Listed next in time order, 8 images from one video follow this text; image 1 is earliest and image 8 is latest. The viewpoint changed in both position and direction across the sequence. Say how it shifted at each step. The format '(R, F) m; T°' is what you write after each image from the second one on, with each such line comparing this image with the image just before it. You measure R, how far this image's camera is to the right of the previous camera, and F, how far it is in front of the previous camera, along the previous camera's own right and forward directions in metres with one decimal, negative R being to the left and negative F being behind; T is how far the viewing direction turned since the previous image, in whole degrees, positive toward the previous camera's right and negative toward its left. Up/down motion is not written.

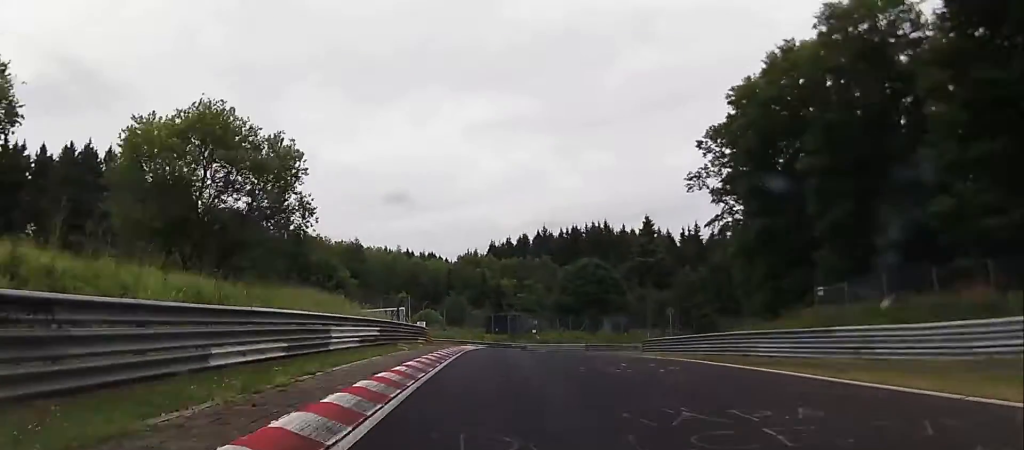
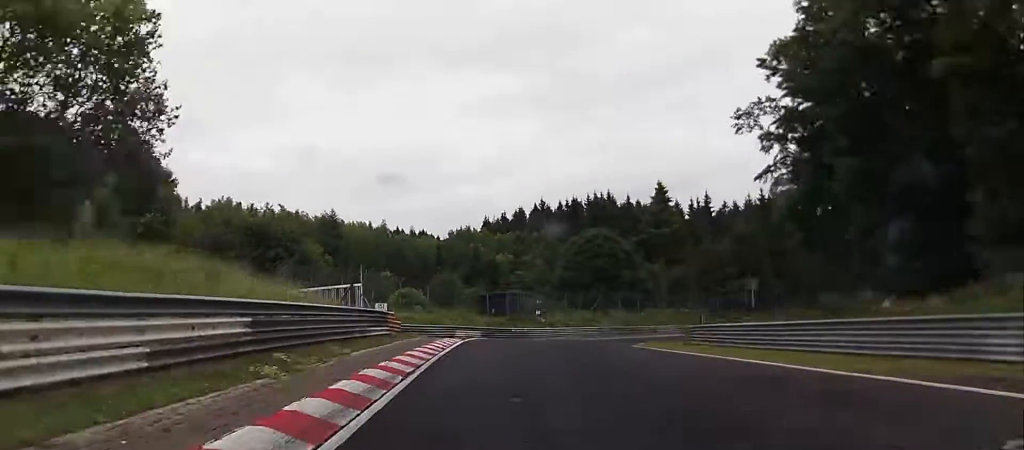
(+0.1, +15.2) m; +2°
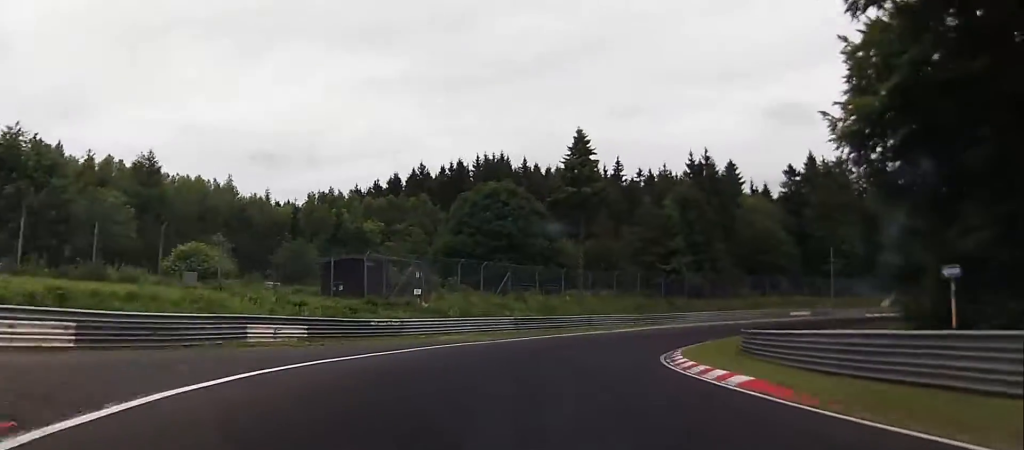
(+0.7, +30.5) m; +13°
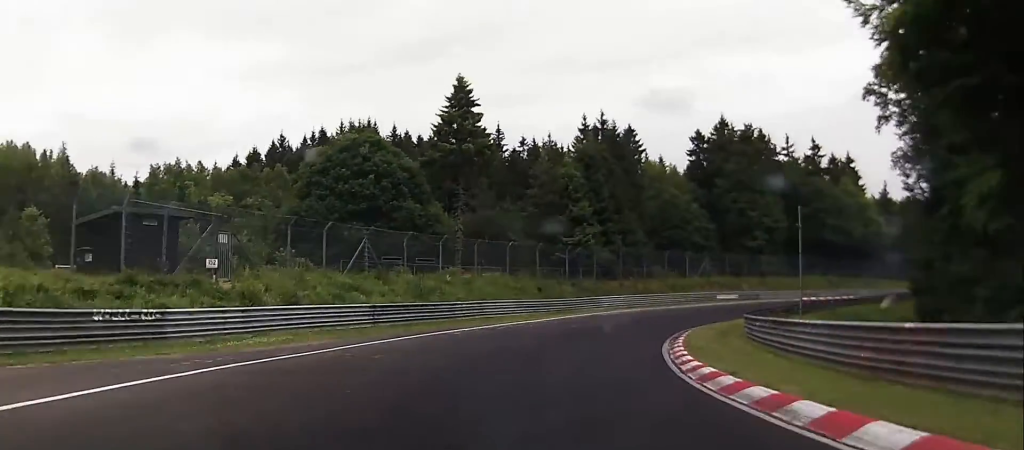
(+0.1, +16.9) m; +17°
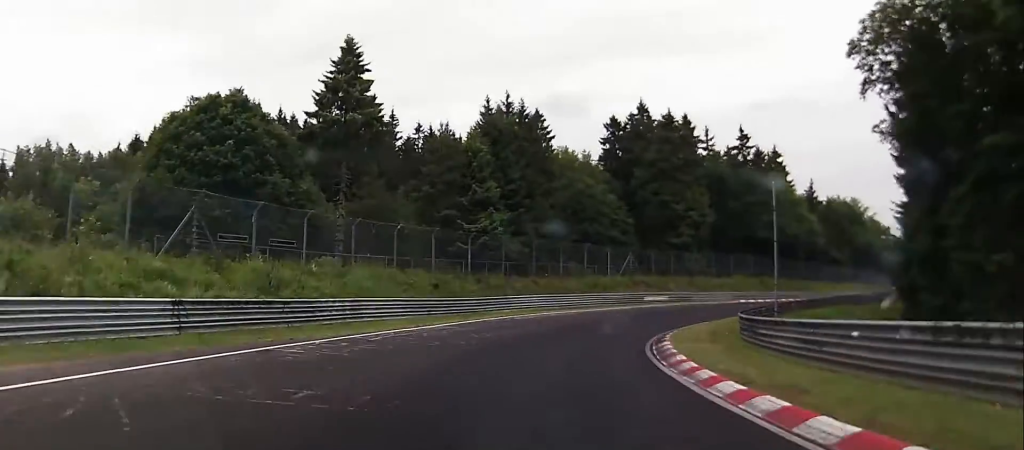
(+2.8, +8.5) m; +18°
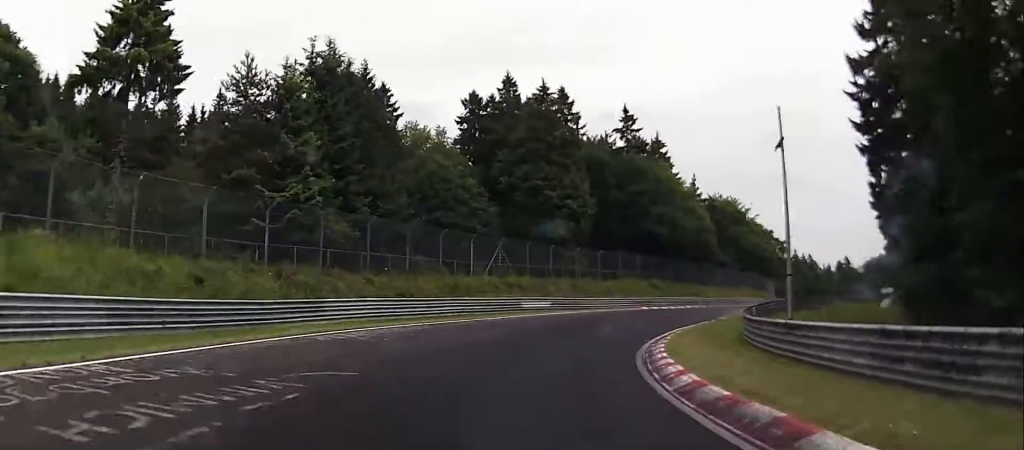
(+1.7, +13.6) m; +28°
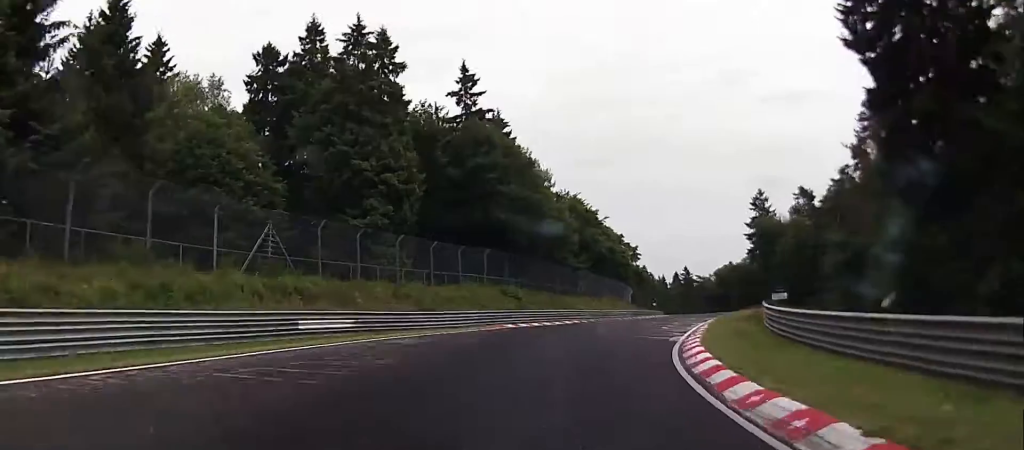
(+5.9, +21.3) m; +10°
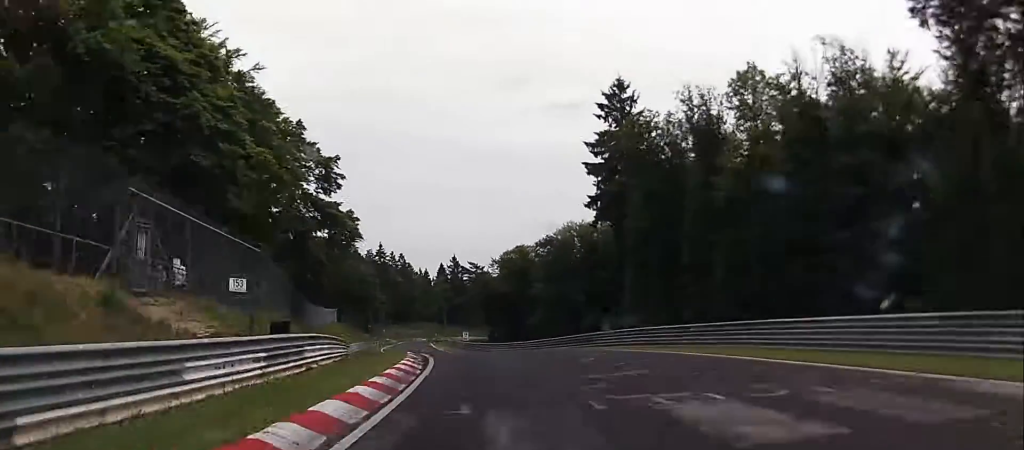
(+8.5, +90.3) m; +4°
